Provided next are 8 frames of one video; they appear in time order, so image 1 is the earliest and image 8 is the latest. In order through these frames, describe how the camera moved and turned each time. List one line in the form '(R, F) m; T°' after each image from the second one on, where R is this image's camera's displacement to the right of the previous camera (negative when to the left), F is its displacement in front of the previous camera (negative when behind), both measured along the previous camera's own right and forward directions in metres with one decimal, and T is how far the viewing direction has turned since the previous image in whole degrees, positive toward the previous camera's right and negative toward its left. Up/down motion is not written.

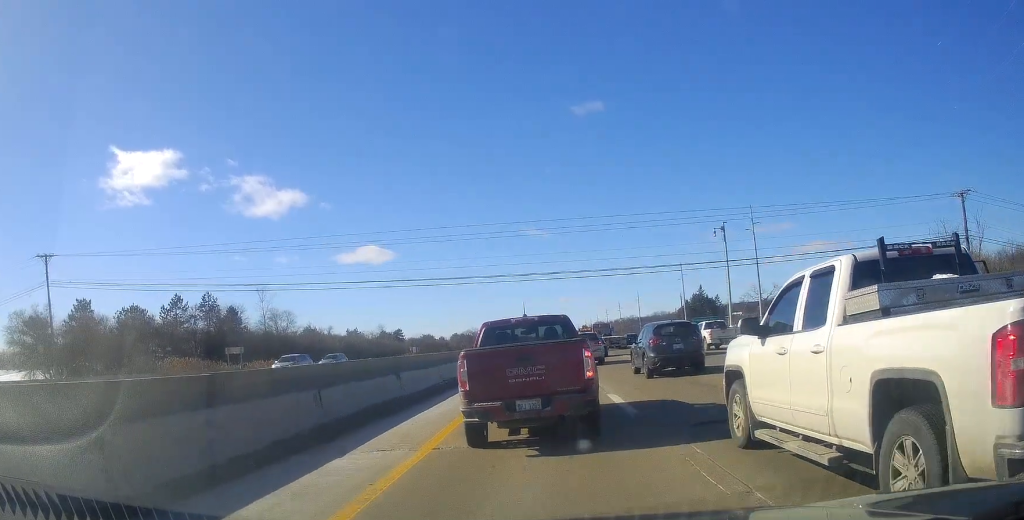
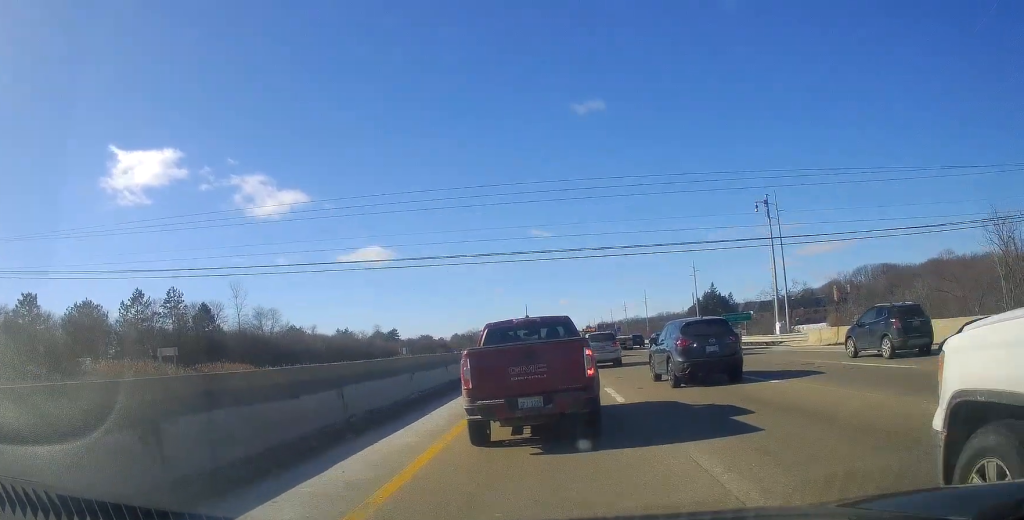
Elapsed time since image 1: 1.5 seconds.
(-0.6, +12.6) m; -3°
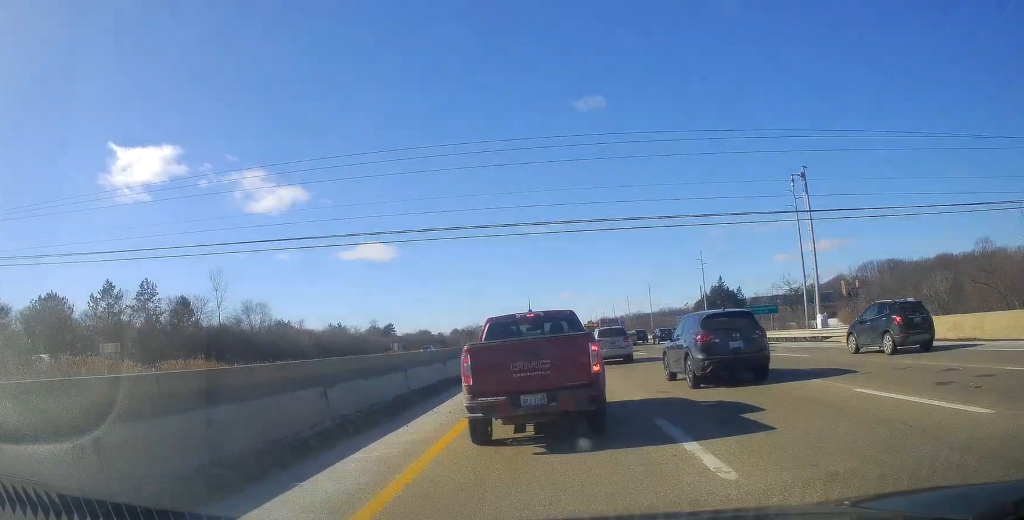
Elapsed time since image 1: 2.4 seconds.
(+0.2, +7.7) m; +2°
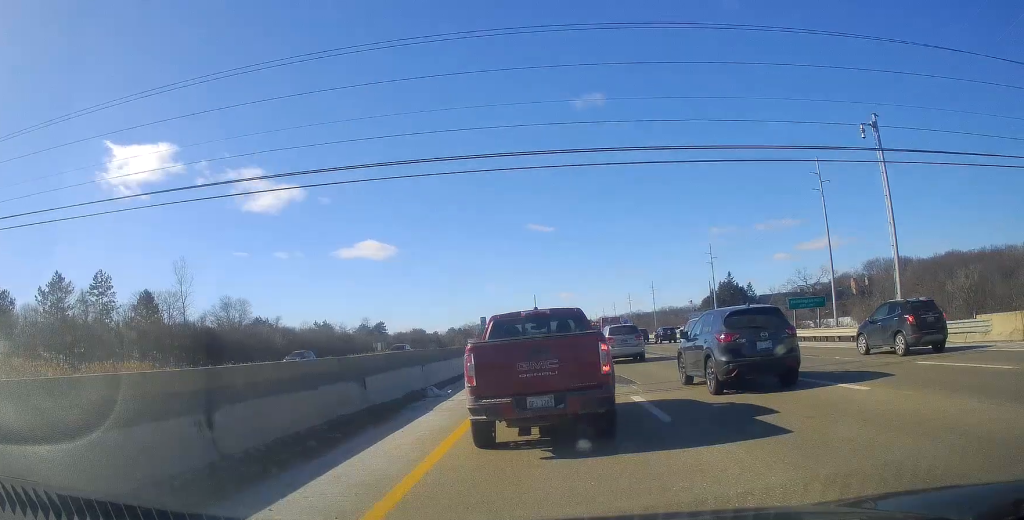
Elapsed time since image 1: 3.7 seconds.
(+0.2, +11.0) m; +1°
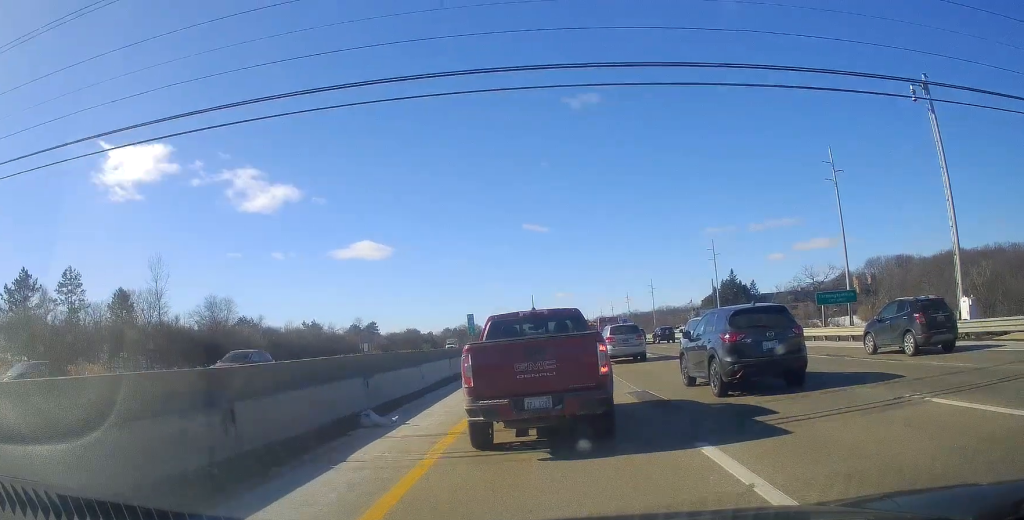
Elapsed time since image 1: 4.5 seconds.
(0.0, +6.0) m; 0°
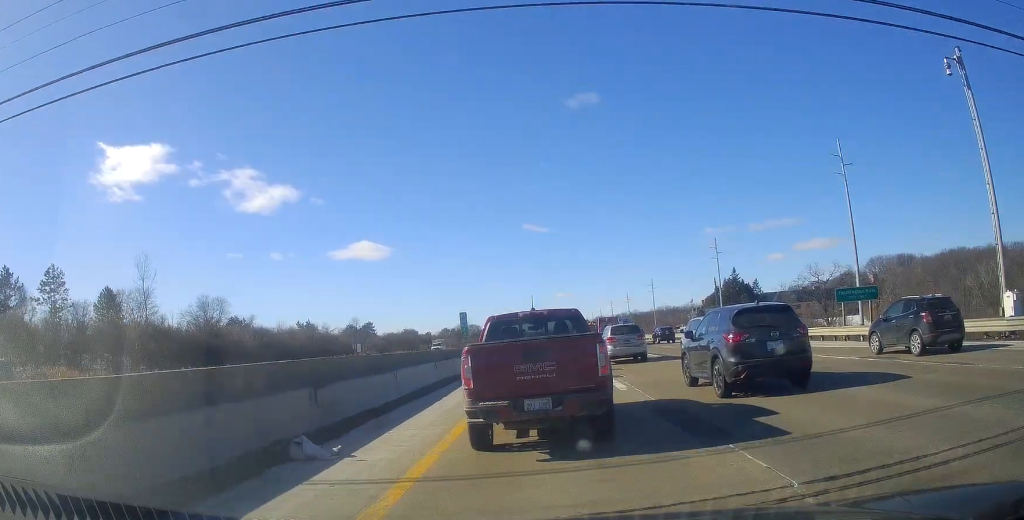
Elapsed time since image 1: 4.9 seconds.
(0.0, +3.3) m; 0°
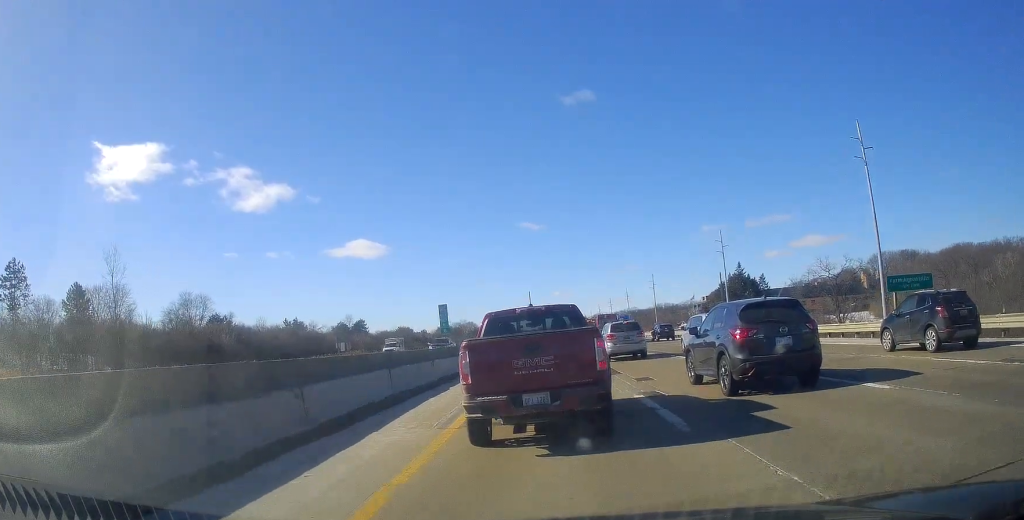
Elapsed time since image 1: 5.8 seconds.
(0.0, +6.8) m; 0°
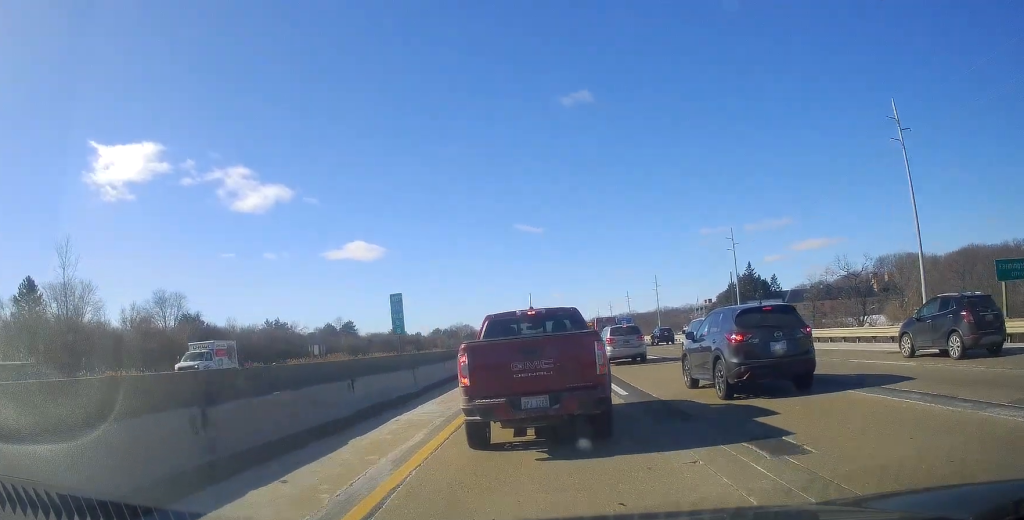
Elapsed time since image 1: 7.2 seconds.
(0.0, +9.4) m; 0°
